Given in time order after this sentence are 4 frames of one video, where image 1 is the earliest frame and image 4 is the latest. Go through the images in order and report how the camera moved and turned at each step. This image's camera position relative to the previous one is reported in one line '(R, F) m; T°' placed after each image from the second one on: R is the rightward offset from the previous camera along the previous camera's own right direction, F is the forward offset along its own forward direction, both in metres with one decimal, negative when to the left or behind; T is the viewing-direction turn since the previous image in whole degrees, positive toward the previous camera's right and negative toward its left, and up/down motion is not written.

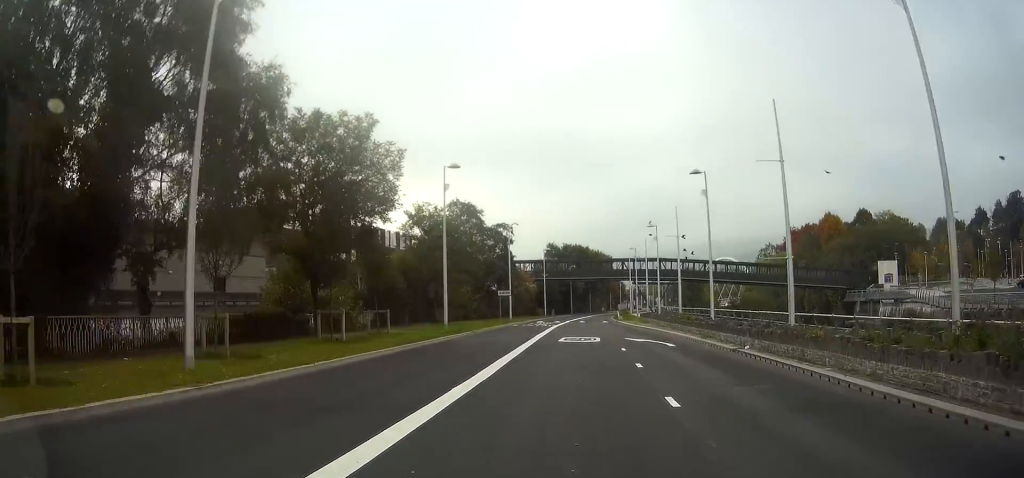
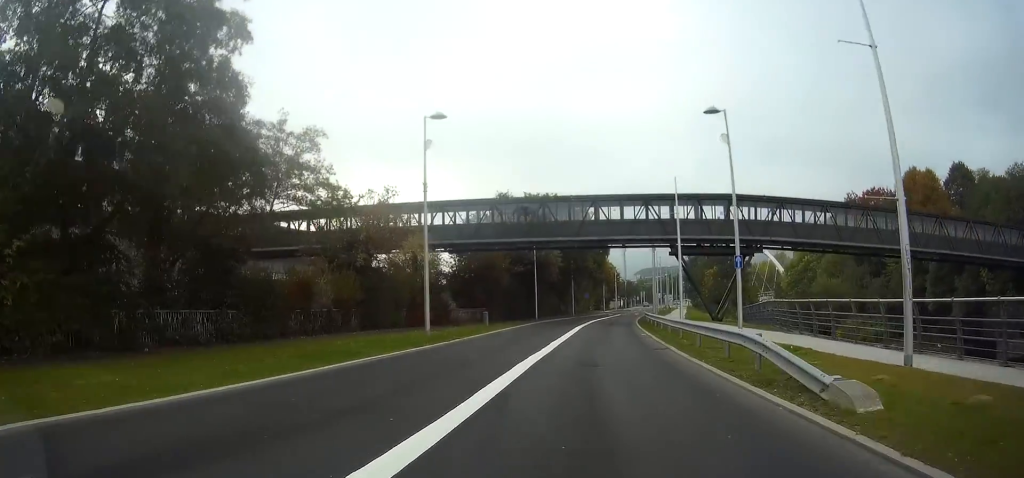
(0.0, +59.9) m; +1°
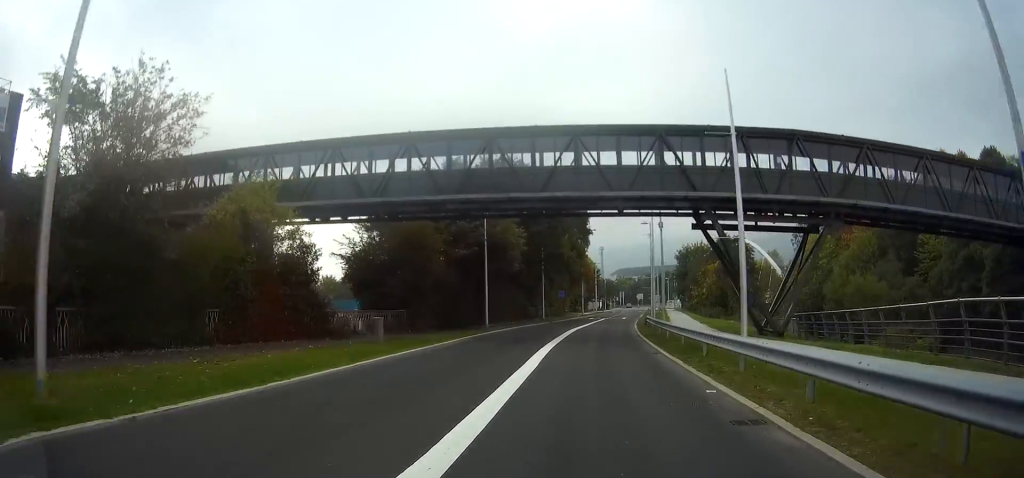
(+0.2, +19.0) m; +2°
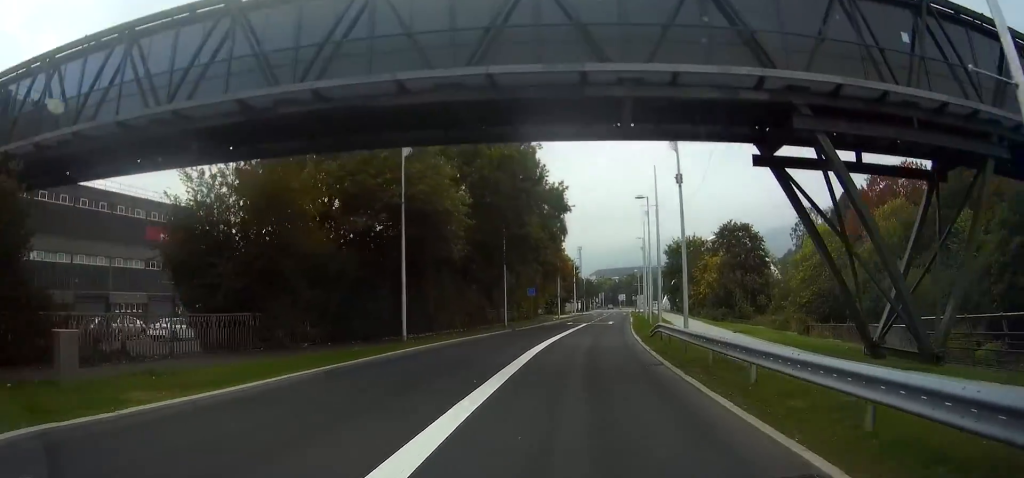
(+0.2, +14.8) m; +2°
